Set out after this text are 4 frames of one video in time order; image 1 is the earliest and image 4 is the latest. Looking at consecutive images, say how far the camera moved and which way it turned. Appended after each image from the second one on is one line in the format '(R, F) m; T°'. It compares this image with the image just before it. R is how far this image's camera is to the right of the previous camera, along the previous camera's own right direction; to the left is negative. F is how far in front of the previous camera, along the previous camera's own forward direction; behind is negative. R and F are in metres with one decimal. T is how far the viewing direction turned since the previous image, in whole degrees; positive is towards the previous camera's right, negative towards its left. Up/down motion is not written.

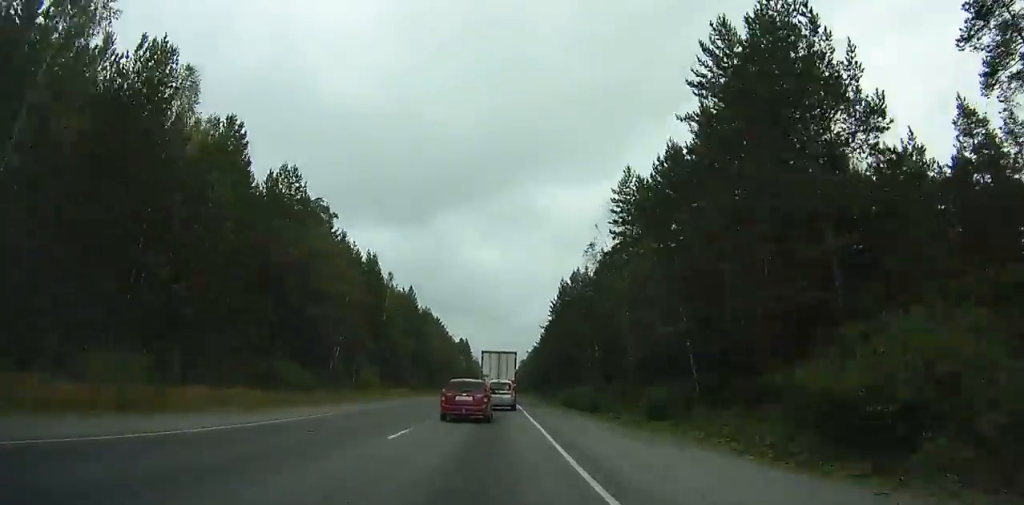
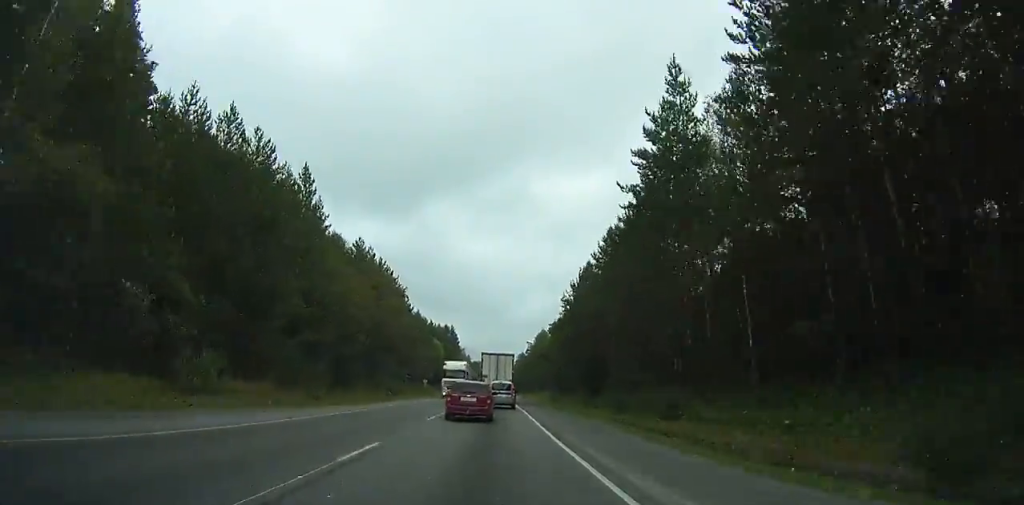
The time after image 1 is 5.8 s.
(-2.8, +66.2) m; +5°
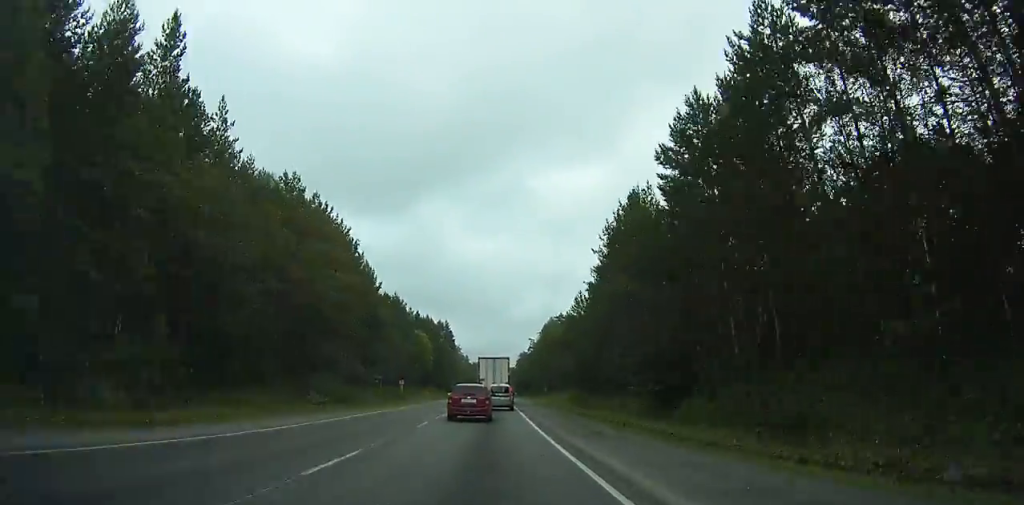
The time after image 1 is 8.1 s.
(+1.3, +25.9) m; +3°
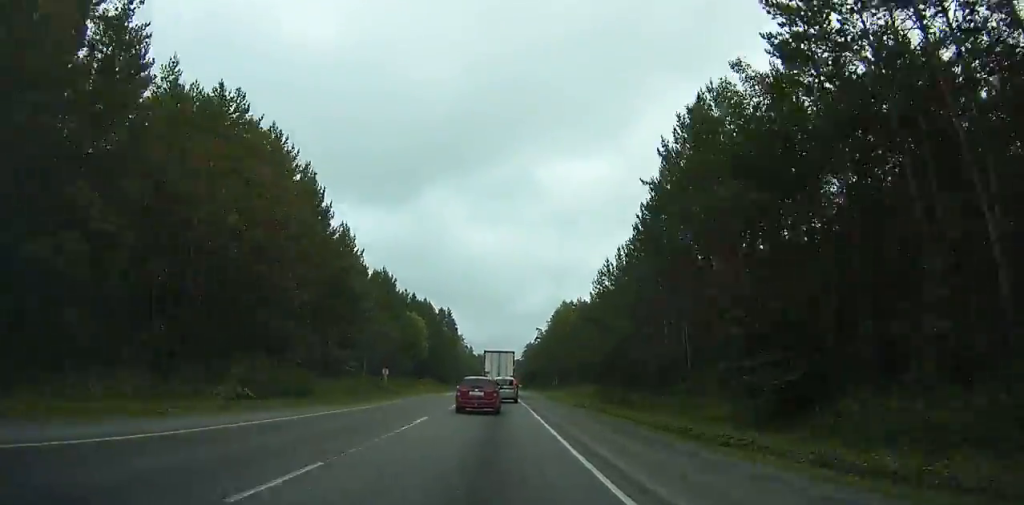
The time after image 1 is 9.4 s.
(0.0, +14.7) m; 0°
